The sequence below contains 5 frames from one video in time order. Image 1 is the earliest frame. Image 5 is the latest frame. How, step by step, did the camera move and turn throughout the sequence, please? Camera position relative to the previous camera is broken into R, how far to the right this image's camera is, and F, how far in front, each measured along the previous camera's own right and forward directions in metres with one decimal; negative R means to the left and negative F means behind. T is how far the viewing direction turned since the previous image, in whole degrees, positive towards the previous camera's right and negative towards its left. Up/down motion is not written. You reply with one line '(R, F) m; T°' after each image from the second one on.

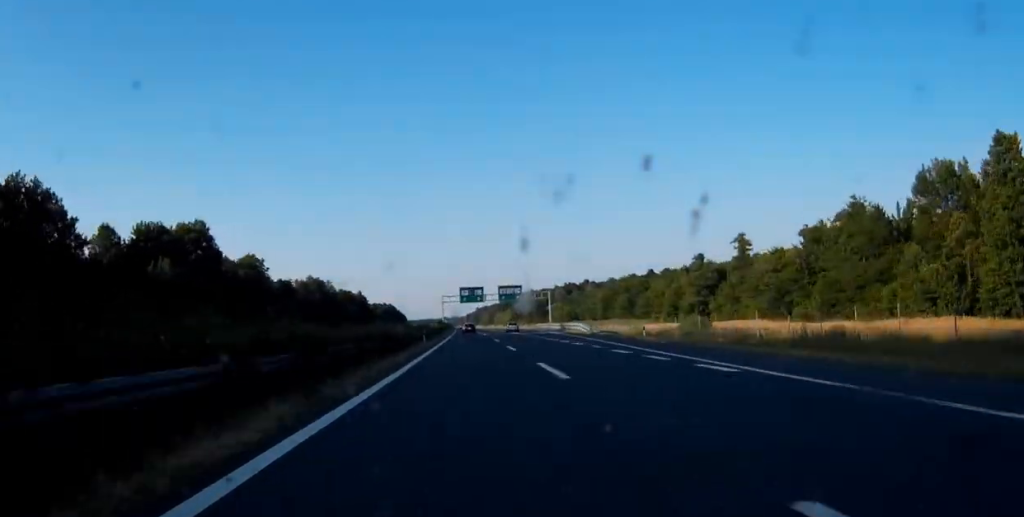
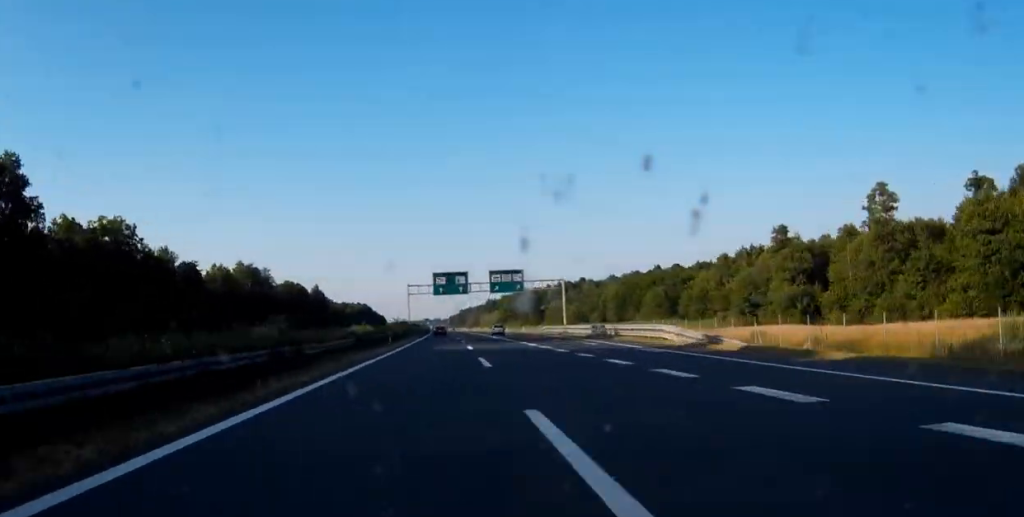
(-0.3, +47.4) m; 0°
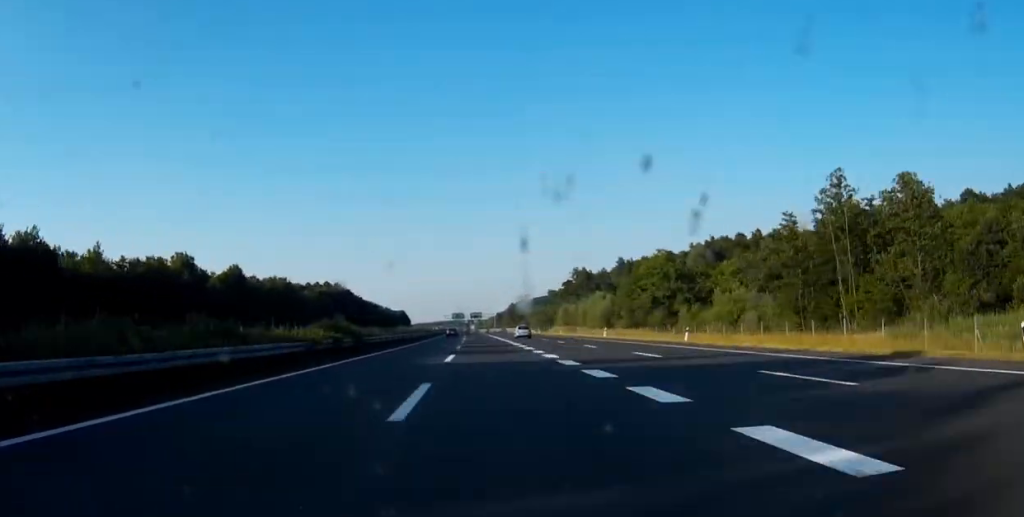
(-4.3, +206.7) m; -2°
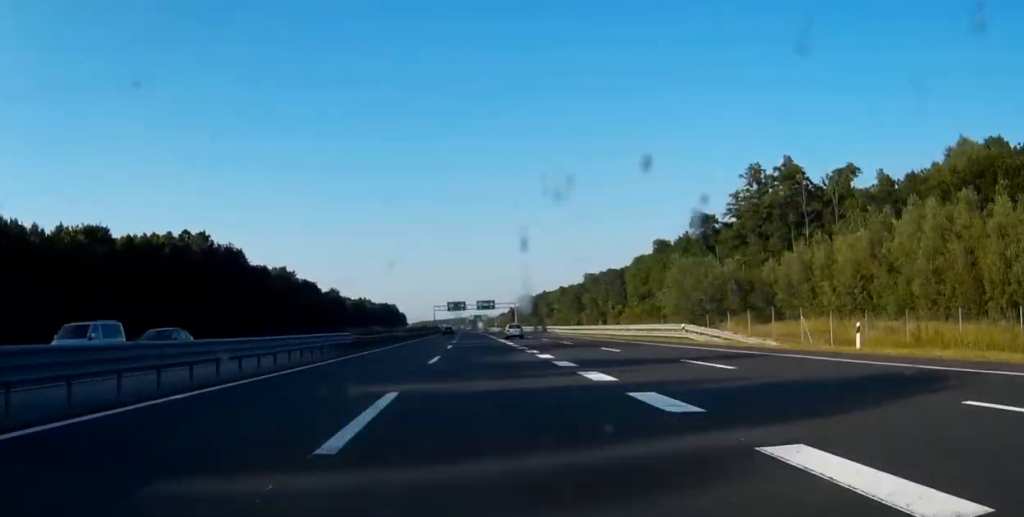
(-0.7, +125.0) m; -1°
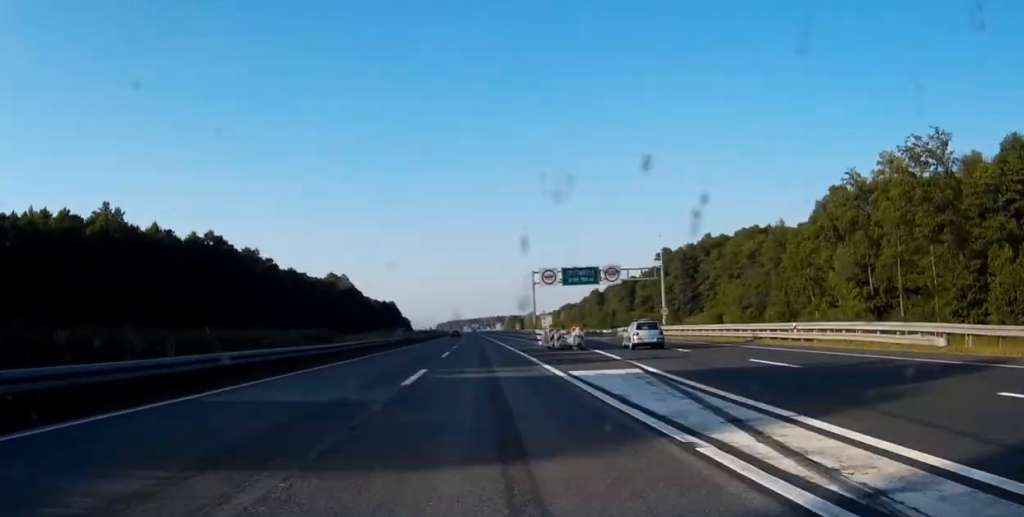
(-3.5, +281.2) m; -2°
